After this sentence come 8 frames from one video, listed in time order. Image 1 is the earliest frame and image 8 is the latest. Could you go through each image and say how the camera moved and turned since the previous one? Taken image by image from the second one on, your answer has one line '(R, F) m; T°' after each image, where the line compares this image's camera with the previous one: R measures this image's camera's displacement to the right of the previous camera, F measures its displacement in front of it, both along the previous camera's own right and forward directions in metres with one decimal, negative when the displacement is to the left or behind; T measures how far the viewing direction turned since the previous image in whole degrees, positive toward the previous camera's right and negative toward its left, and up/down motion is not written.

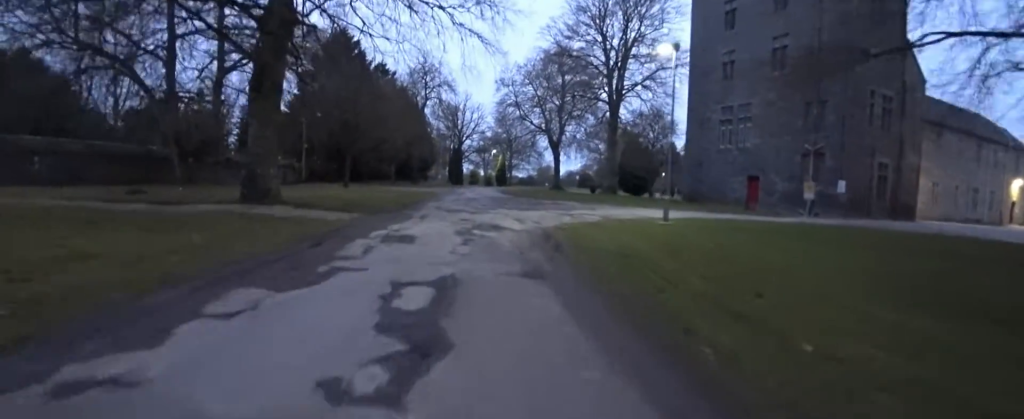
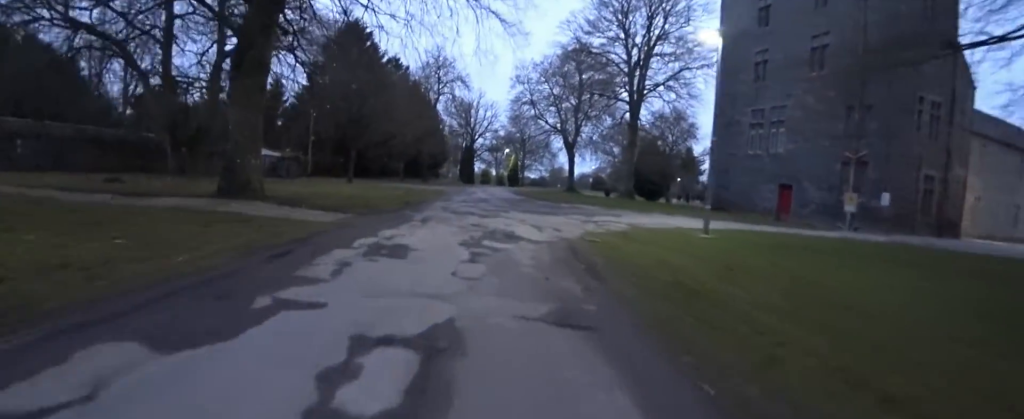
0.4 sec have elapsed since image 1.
(0.0, +1.7) m; +2°
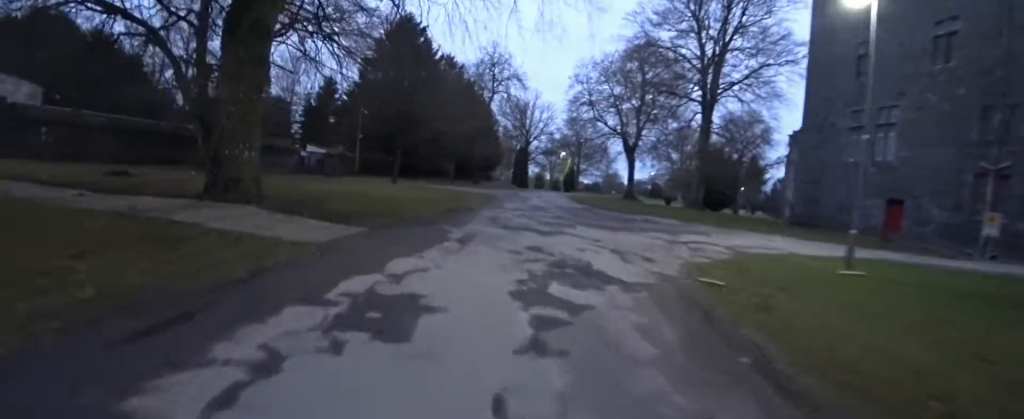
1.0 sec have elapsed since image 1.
(+0.1, +2.9) m; +3°
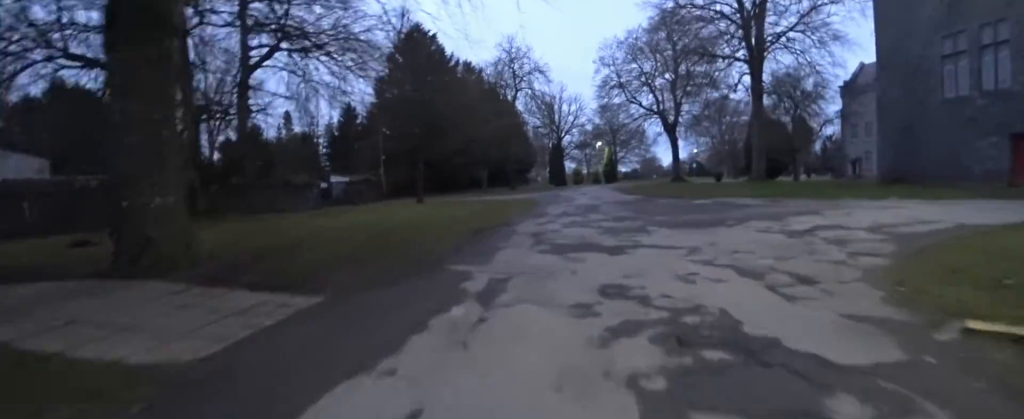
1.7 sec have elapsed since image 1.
(+0.1, +3.1) m; +2°
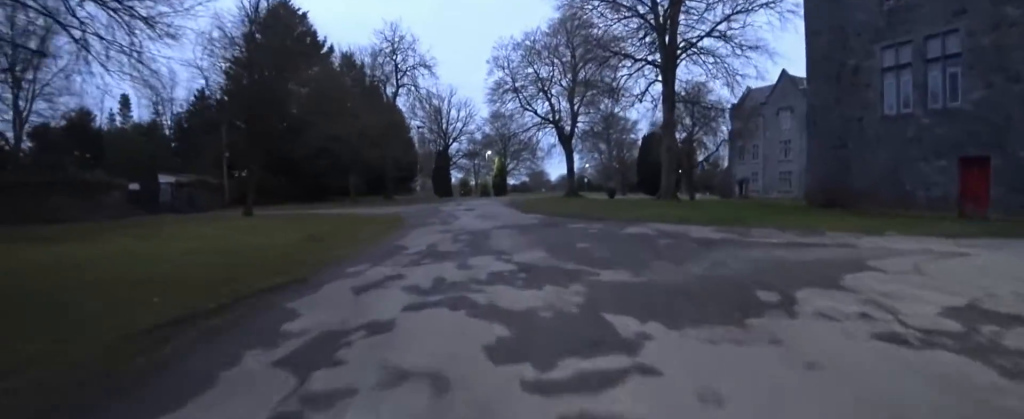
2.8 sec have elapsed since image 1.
(0.0, +5.4) m; 0°
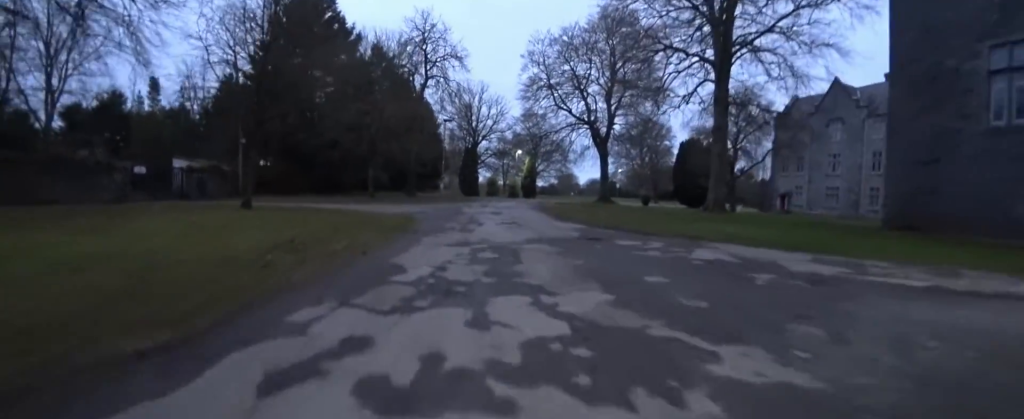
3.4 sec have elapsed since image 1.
(0.0, +2.5) m; 0°
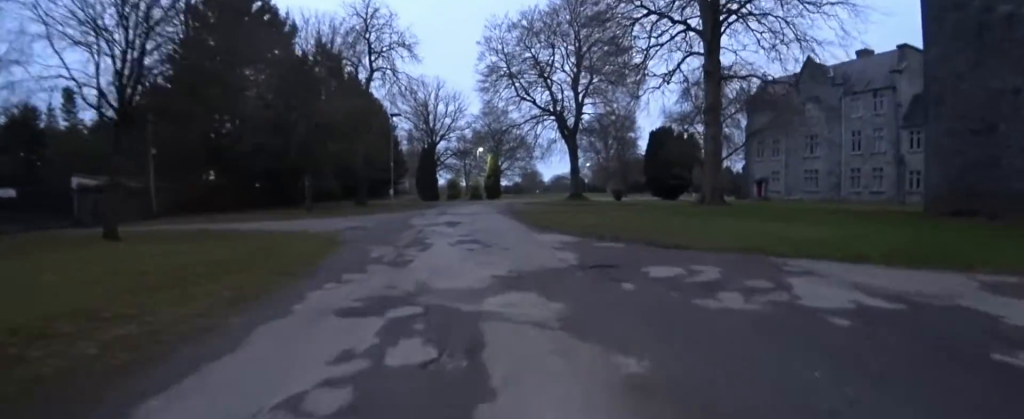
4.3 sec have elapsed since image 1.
(0.0, +4.1) m; 0°
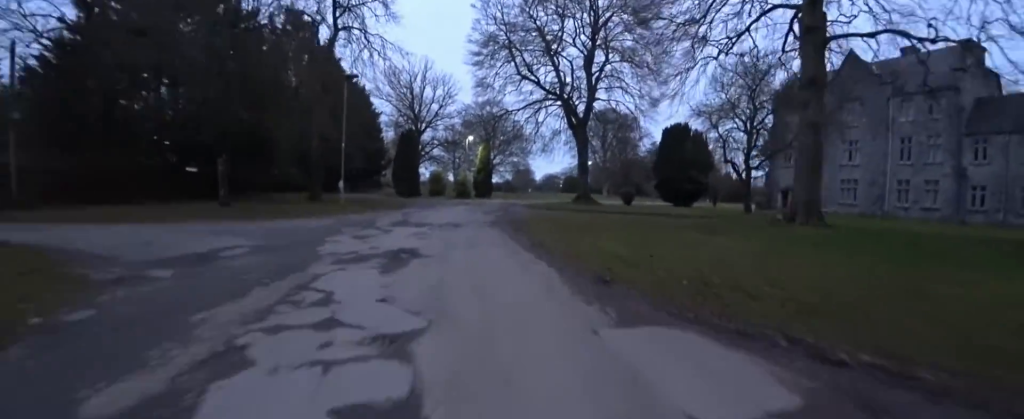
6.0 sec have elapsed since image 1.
(0.0, +7.5) m; -1°
